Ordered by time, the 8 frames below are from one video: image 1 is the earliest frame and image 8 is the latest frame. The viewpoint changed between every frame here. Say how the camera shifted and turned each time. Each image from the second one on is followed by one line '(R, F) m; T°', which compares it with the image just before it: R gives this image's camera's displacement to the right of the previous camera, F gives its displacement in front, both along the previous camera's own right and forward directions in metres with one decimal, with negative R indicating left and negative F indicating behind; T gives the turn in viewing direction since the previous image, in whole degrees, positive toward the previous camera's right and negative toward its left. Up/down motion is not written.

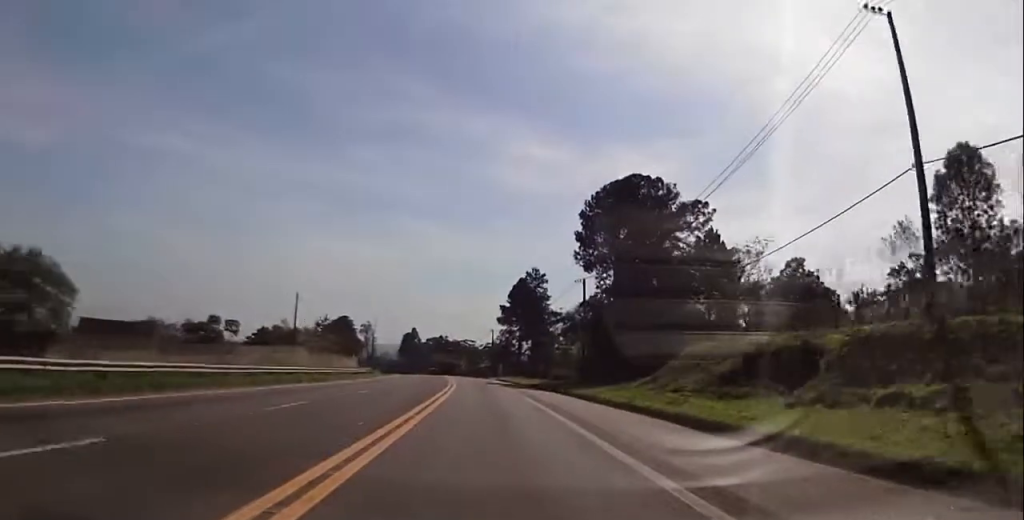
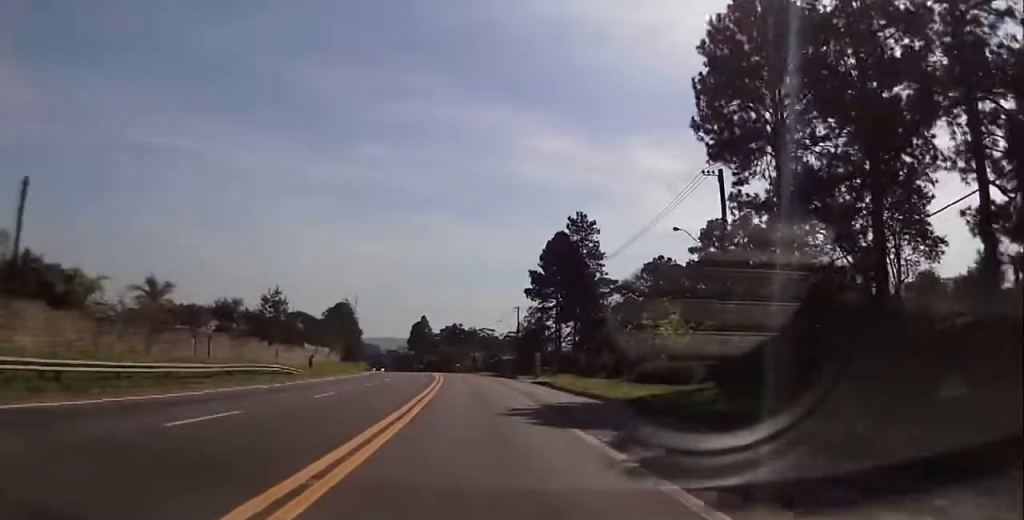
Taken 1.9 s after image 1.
(+0.1, +46.5) m; 0°
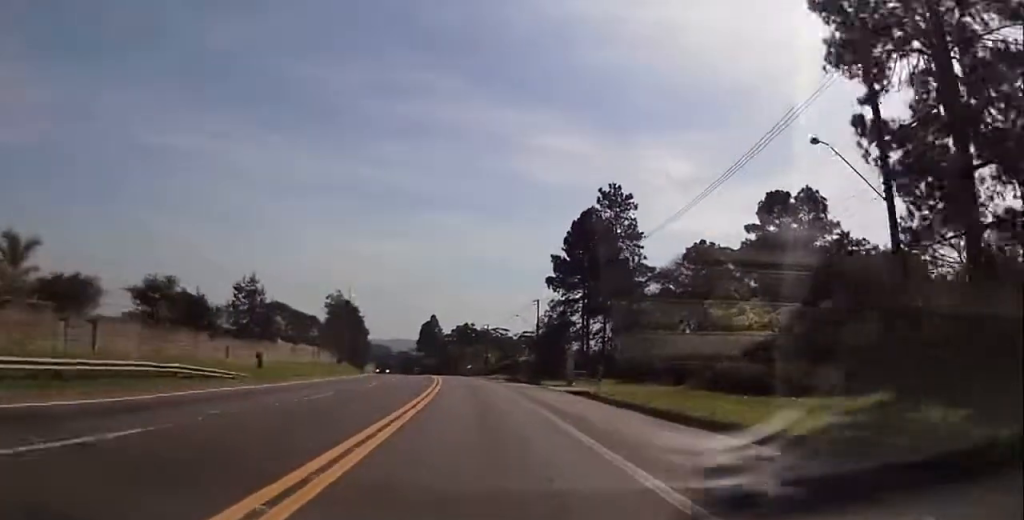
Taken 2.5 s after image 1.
(0.0, +14.7) m; -1°
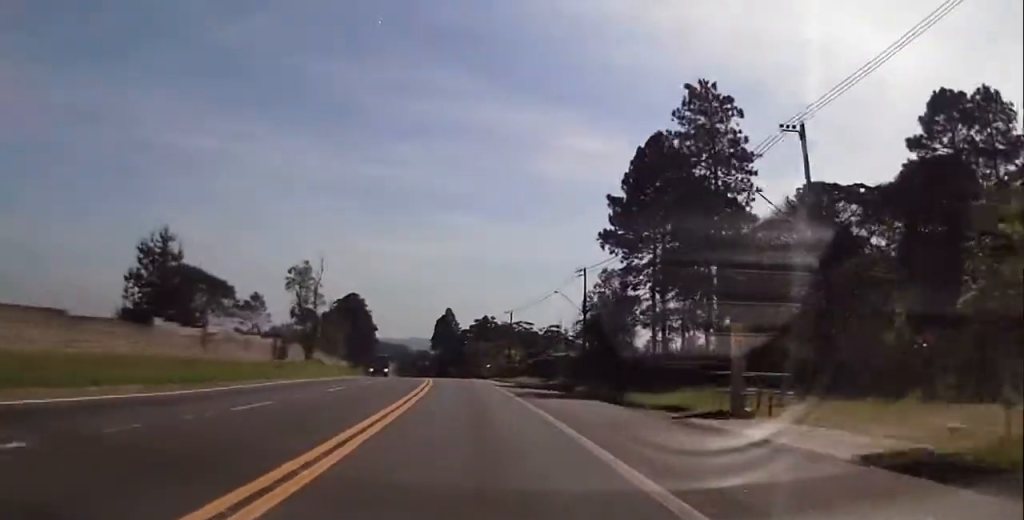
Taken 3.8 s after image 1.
(-0.4, +25.7) m; -2°
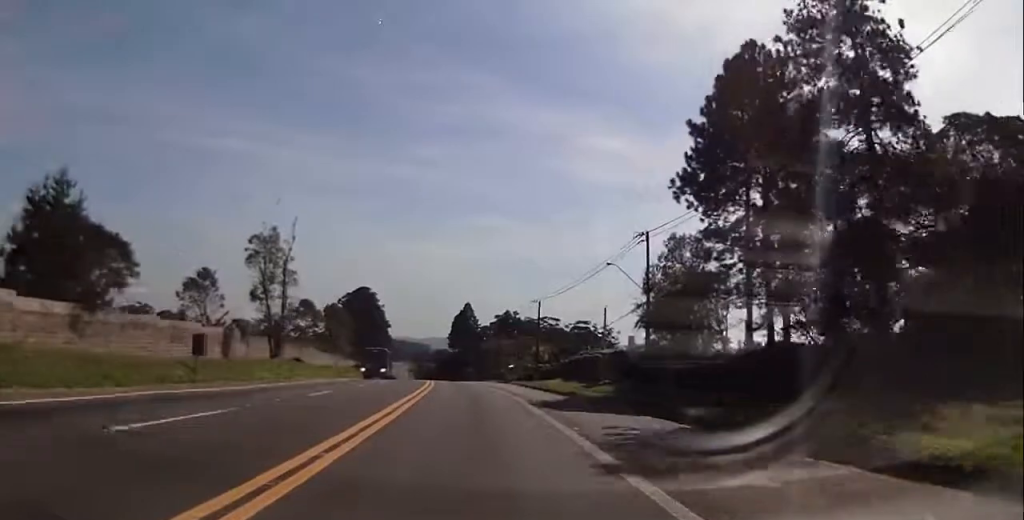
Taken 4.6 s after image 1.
(-0.2, +16.8) m; -1°
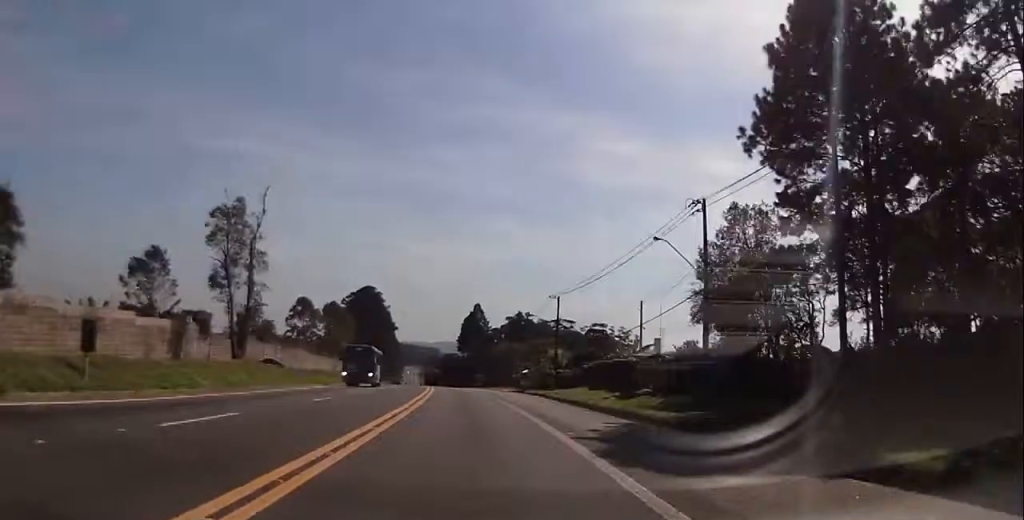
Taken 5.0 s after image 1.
(-0.1, +9.9) m; 0°
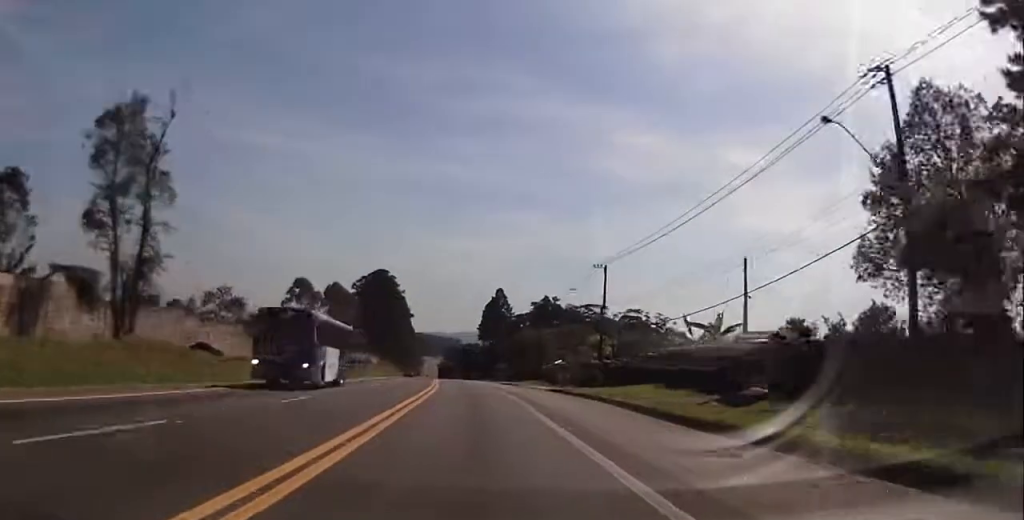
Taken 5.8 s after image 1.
(0.0, +16.5) m; -2°
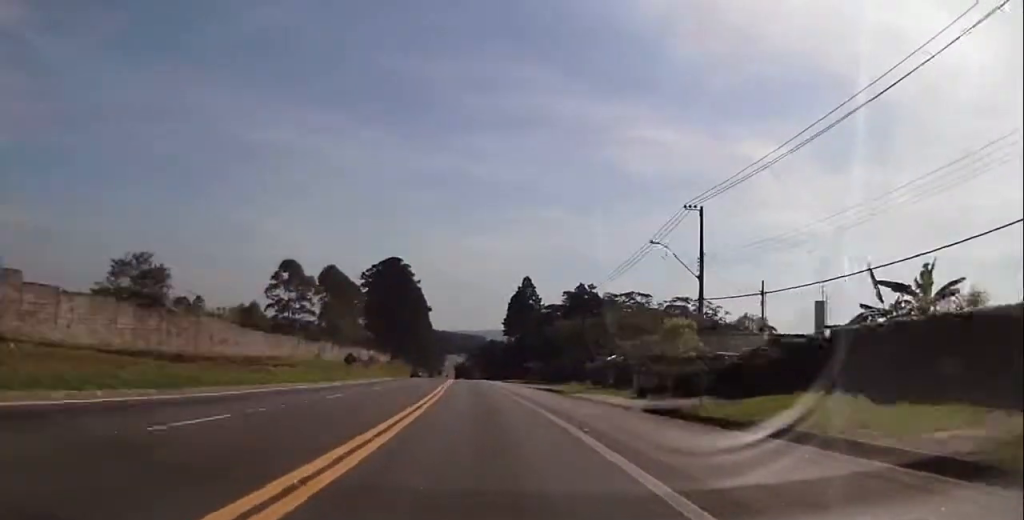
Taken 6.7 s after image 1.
(-0.5, +20.4) m; -3°
